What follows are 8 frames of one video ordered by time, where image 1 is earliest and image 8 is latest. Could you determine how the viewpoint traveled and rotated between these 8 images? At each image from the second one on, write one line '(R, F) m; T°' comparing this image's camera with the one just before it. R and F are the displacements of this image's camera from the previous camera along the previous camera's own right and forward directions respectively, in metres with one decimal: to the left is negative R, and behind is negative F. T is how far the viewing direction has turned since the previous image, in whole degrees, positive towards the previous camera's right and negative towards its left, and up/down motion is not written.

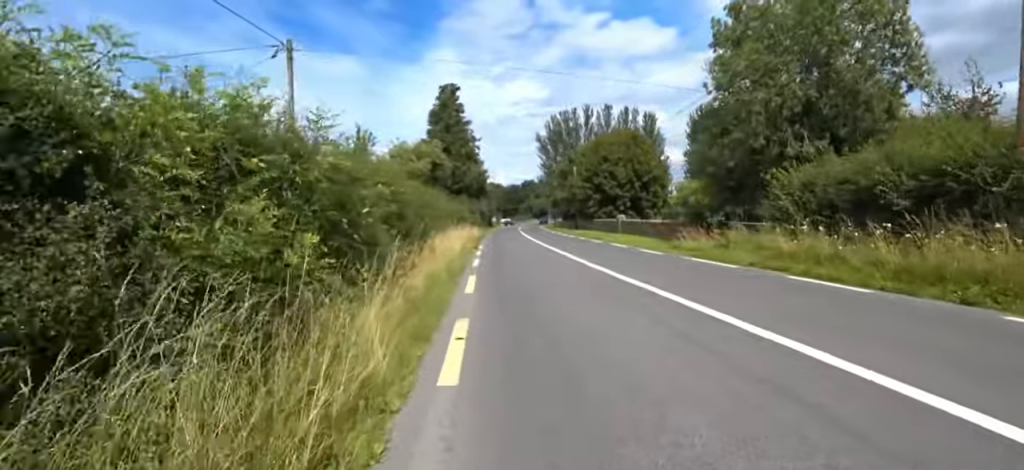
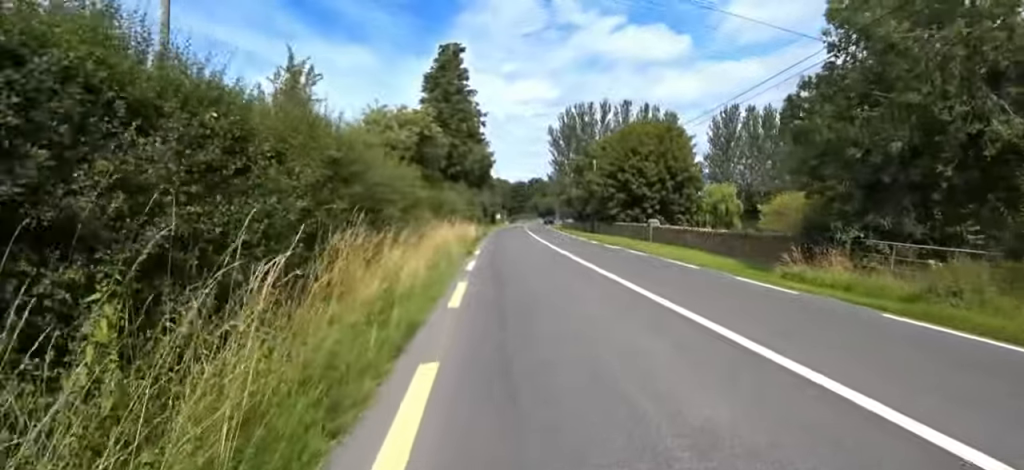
(0.0, +6.7) m; +2°
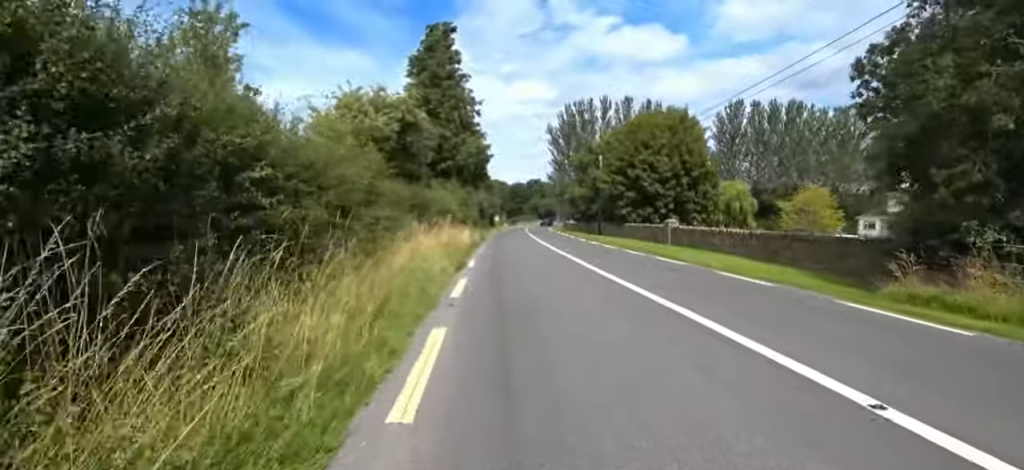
(+0.4, +3.4) m; 0°
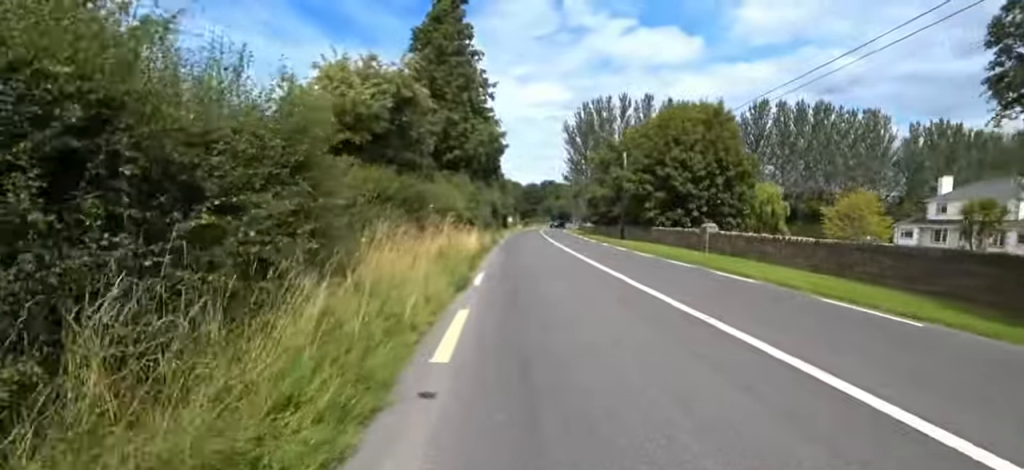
(-0.1, +3.3) m; 0°
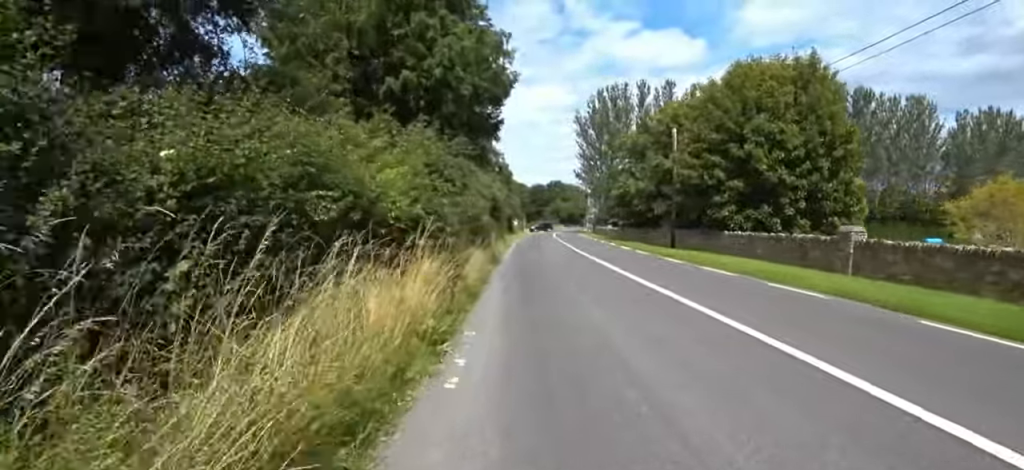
(+0.1, +9.9) m; 0°
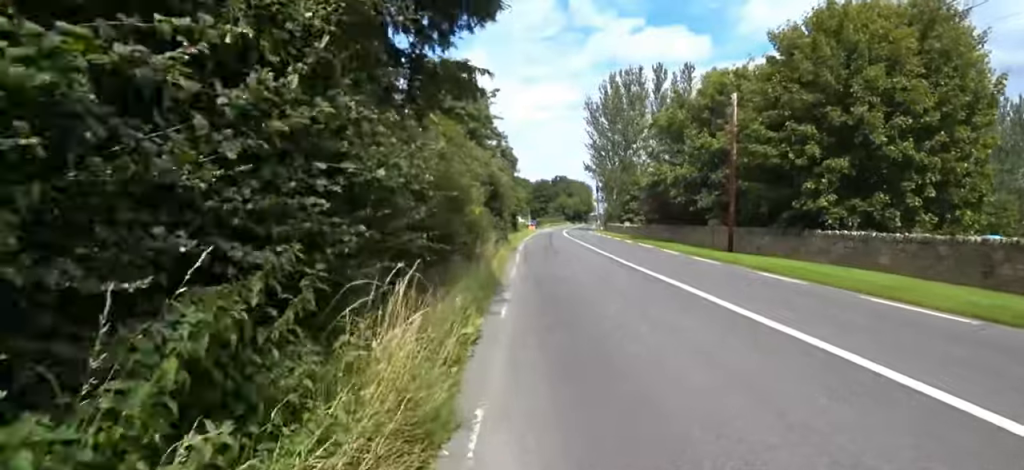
(-0.4, +6.5) m; 0°
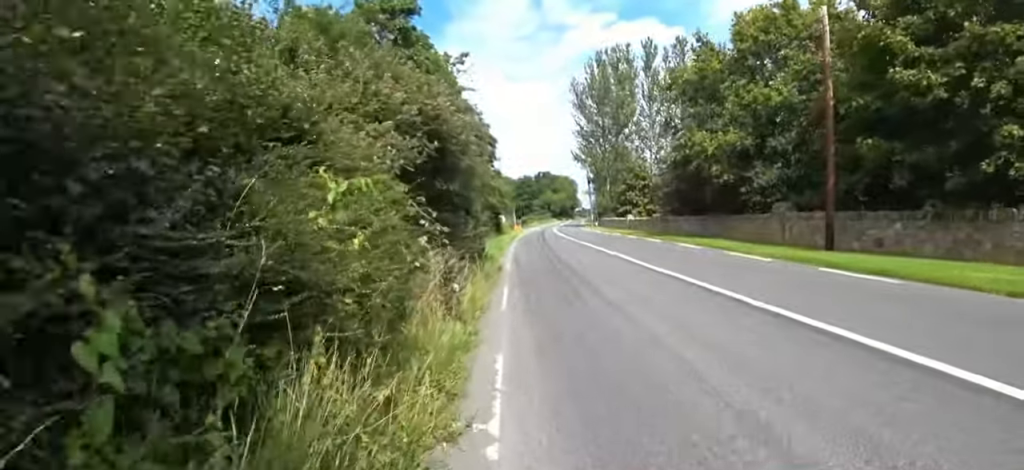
(+0.5, +7.5) m; 0°
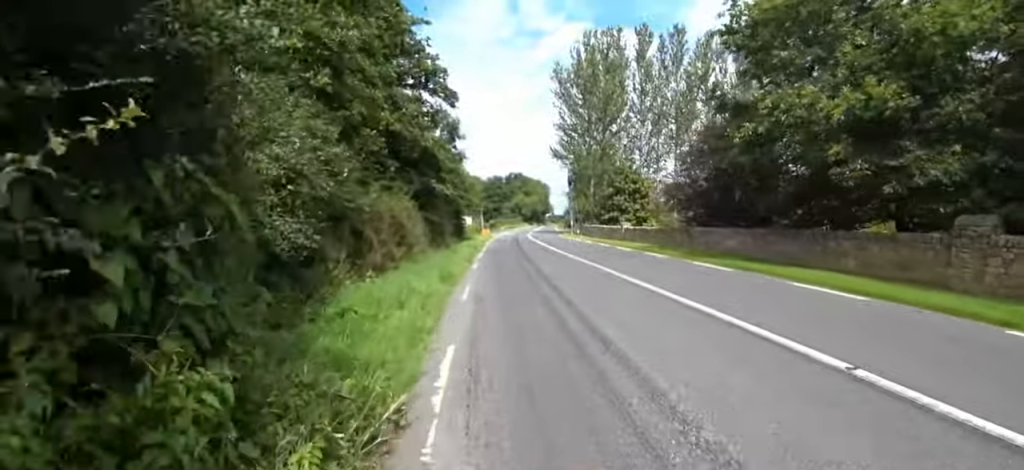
(-0.6, +8.6) m; 0°
